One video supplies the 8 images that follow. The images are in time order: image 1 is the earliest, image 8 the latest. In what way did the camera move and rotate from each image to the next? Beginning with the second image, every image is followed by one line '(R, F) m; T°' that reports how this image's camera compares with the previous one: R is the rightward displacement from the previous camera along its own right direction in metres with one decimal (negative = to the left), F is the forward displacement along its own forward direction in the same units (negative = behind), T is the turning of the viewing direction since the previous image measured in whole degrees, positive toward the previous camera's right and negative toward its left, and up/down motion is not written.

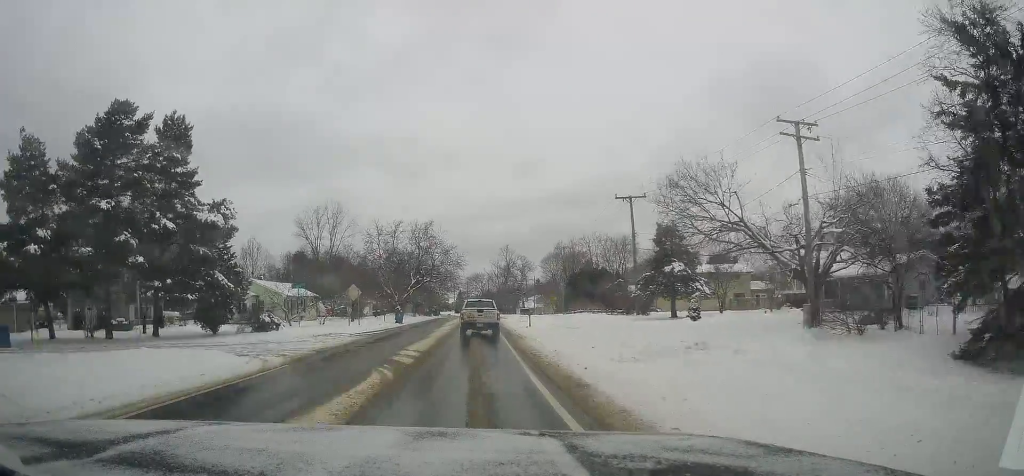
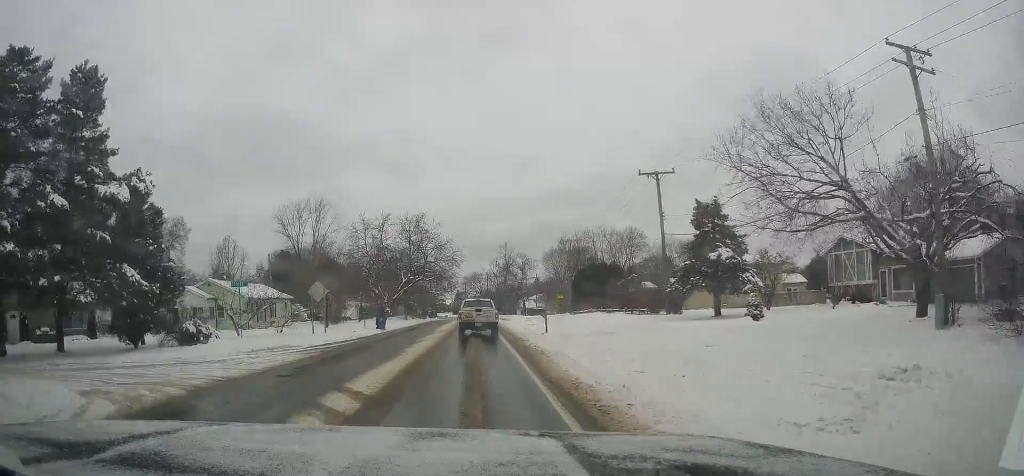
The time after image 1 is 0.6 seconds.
(+0.2, +9.6) m; +1°
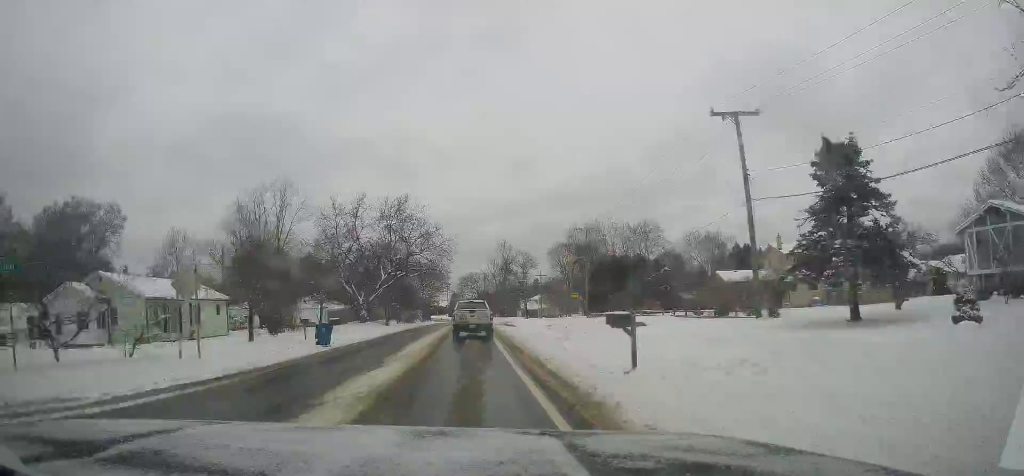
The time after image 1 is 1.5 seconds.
(+0.3, +16.6) m; +1°
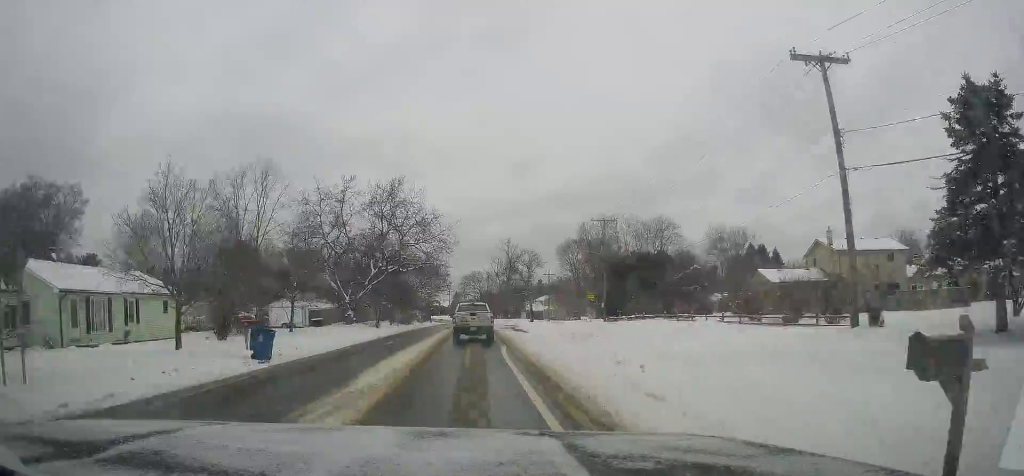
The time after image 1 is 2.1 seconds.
(+0.1, +9.1) m; 0°
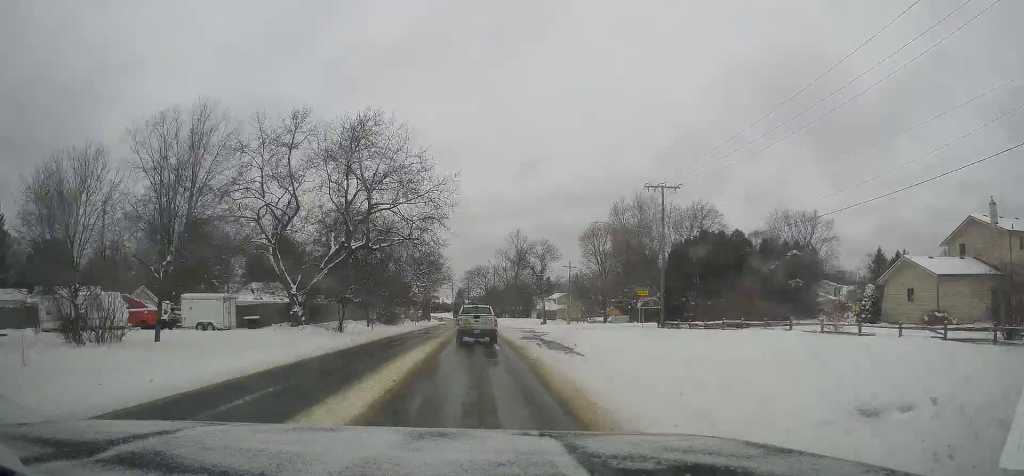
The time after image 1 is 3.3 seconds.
(-0.5, +20.2) m; -2°
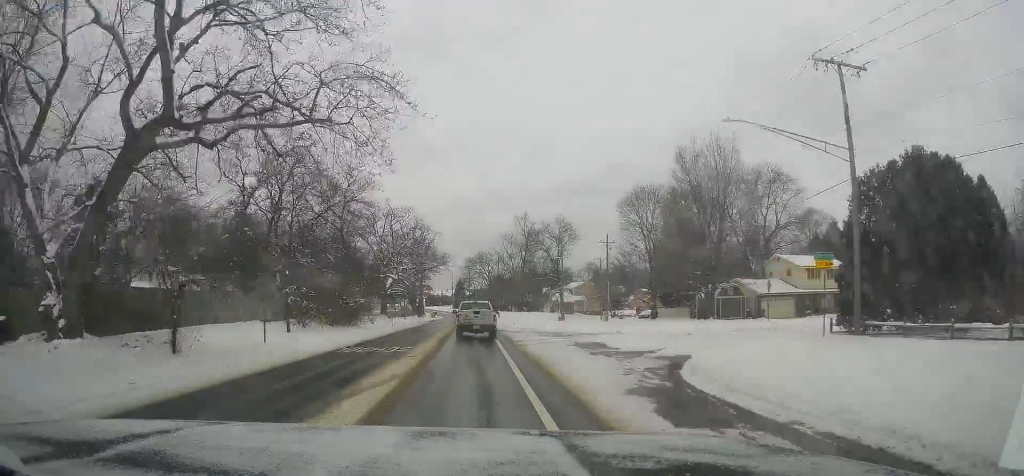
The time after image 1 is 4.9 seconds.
(0.0, +26.7) m; 0°
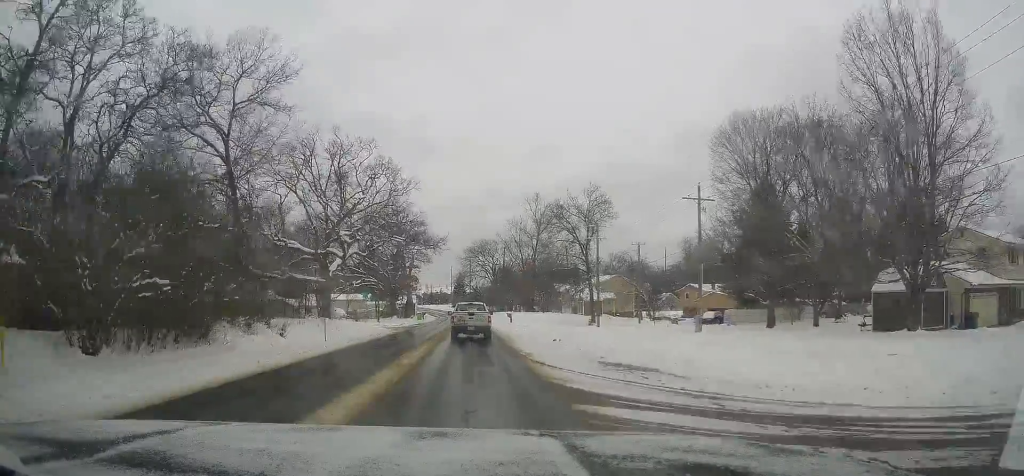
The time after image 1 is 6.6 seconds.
(-0.5, +28.3) m; 0°
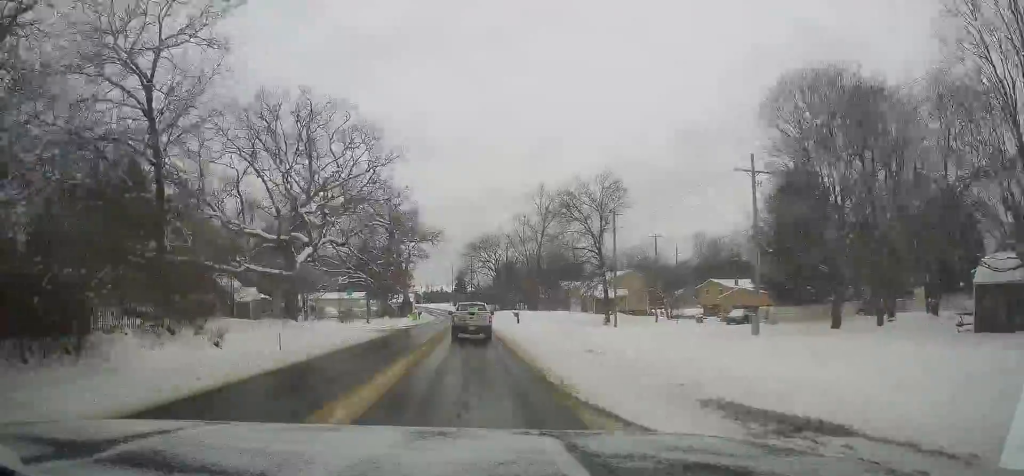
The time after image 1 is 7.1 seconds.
(0.0, +8.3) m; 0°
